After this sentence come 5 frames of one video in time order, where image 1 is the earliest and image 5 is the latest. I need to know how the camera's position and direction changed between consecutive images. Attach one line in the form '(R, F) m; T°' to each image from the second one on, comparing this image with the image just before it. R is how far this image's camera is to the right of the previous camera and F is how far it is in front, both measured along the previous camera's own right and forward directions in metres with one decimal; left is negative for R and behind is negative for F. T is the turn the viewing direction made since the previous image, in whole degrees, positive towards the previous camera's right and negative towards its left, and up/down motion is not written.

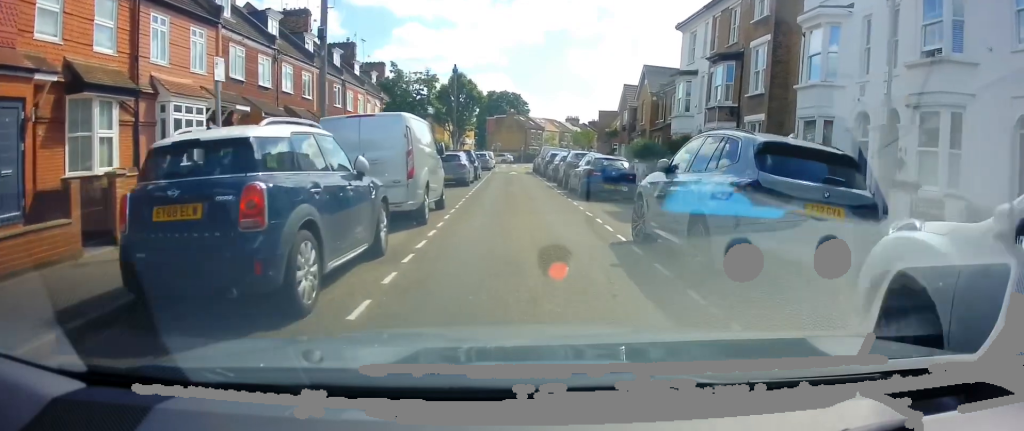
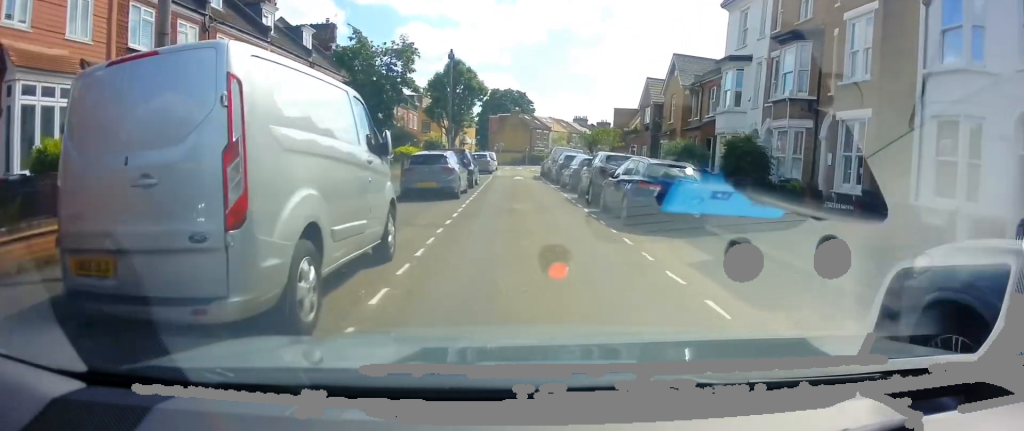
(-0.1, +6.5) m; 0°
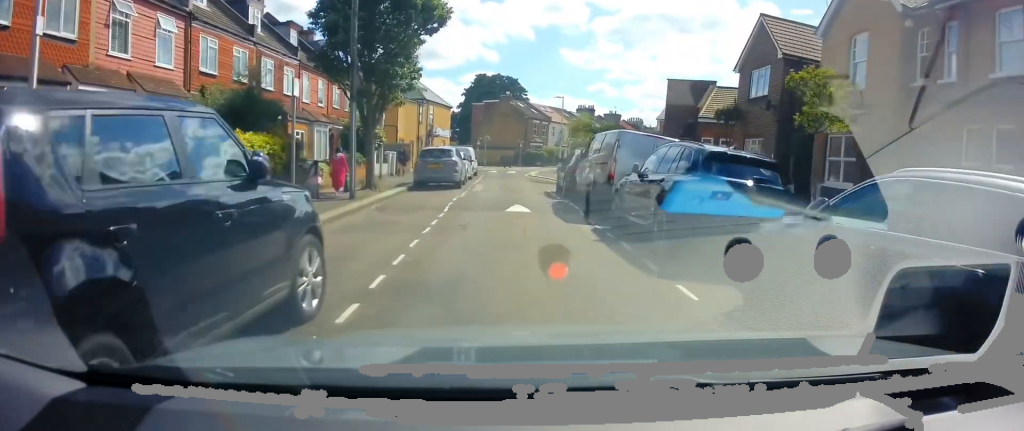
(+0.3, +21.3) m; +2°
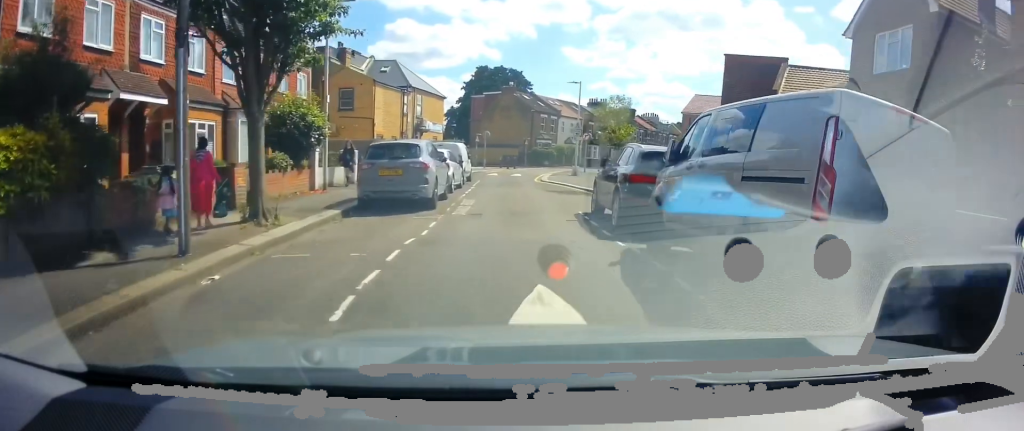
(+0.1, +9.2) m; 0°
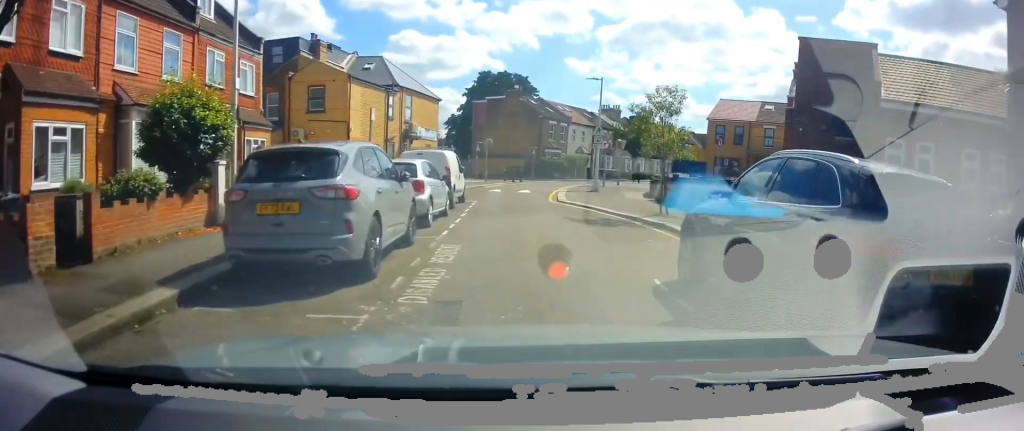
(+0.1, +6.9) m; -1°
